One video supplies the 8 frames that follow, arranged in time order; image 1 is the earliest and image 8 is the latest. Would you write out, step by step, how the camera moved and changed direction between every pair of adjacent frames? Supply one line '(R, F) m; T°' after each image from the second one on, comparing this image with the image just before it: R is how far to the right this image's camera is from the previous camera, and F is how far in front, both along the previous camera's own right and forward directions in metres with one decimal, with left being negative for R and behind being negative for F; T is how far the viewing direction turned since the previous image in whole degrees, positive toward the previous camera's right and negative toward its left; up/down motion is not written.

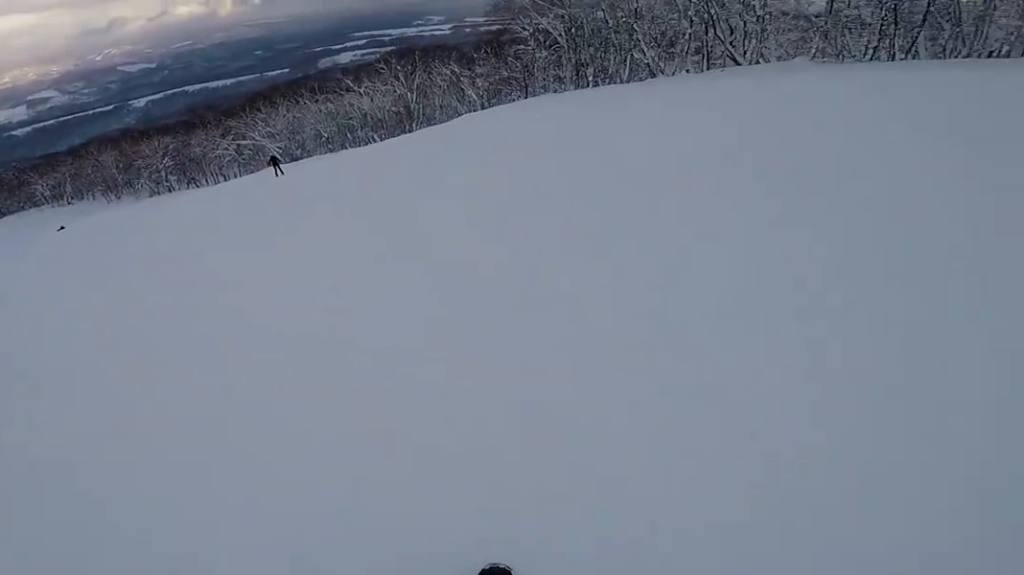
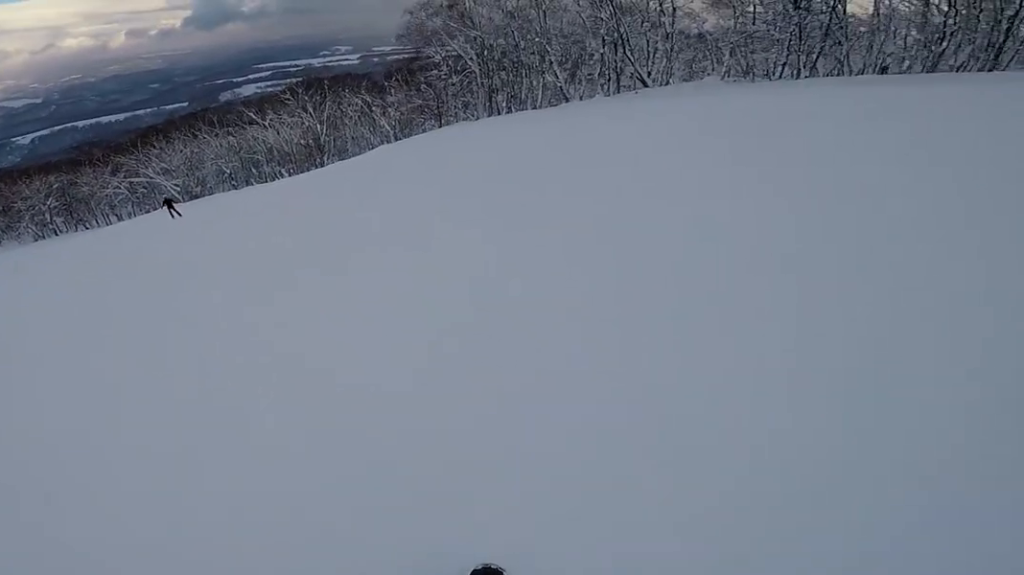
(0.0, +2.8) m; +6°
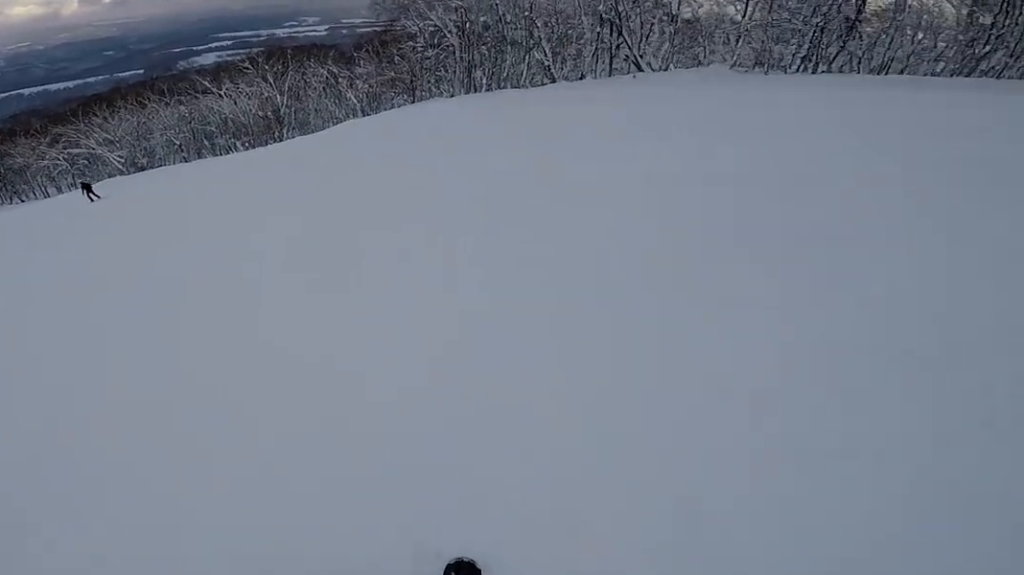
(-0.1, +3.4) m; +4°
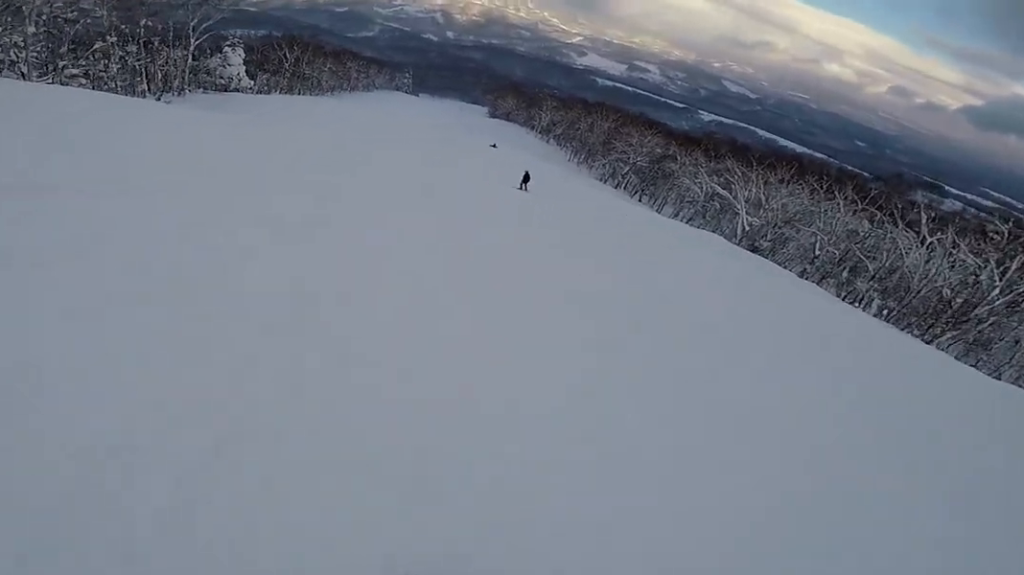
(-2.5, +9.4) m; -58°
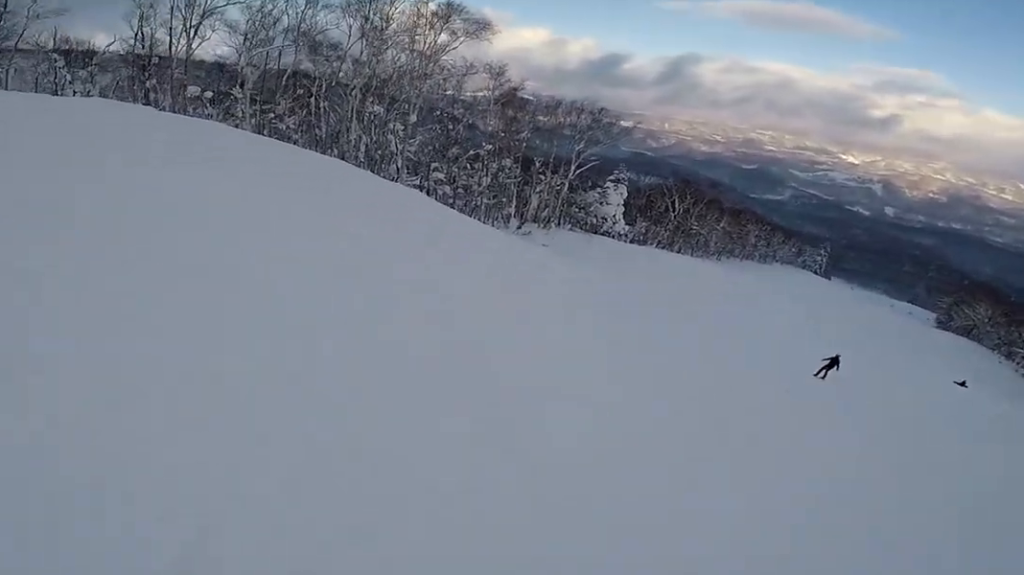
(-3.9, +9.7) m; -35°
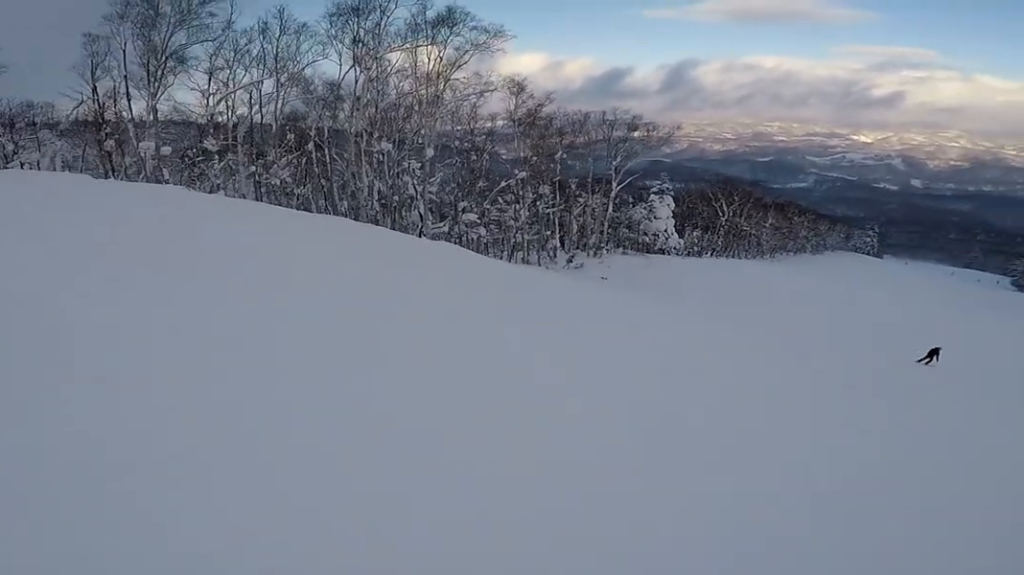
(-1.7, +6.8) m; -20°
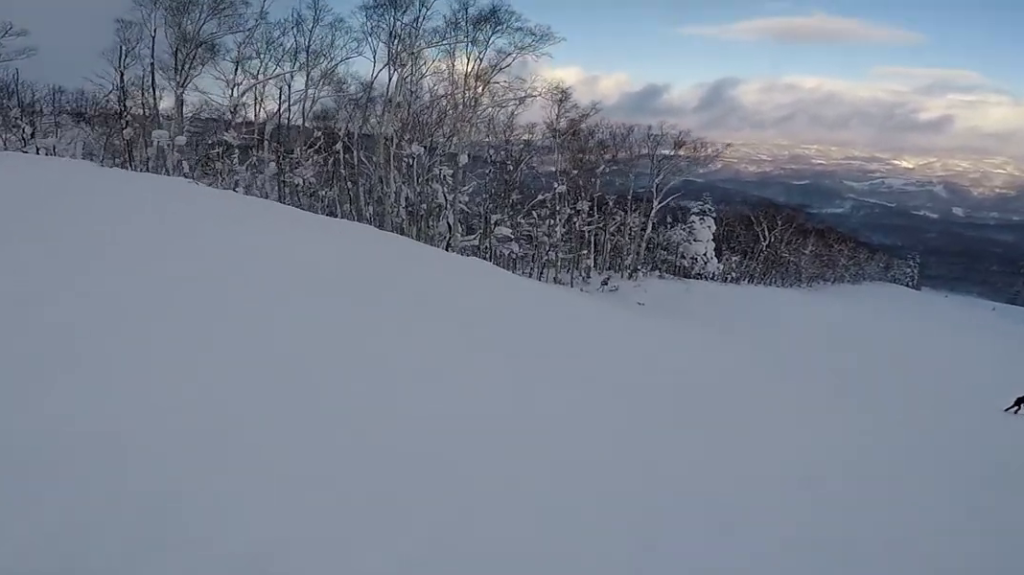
(+0.1, +2.2) m; +3°
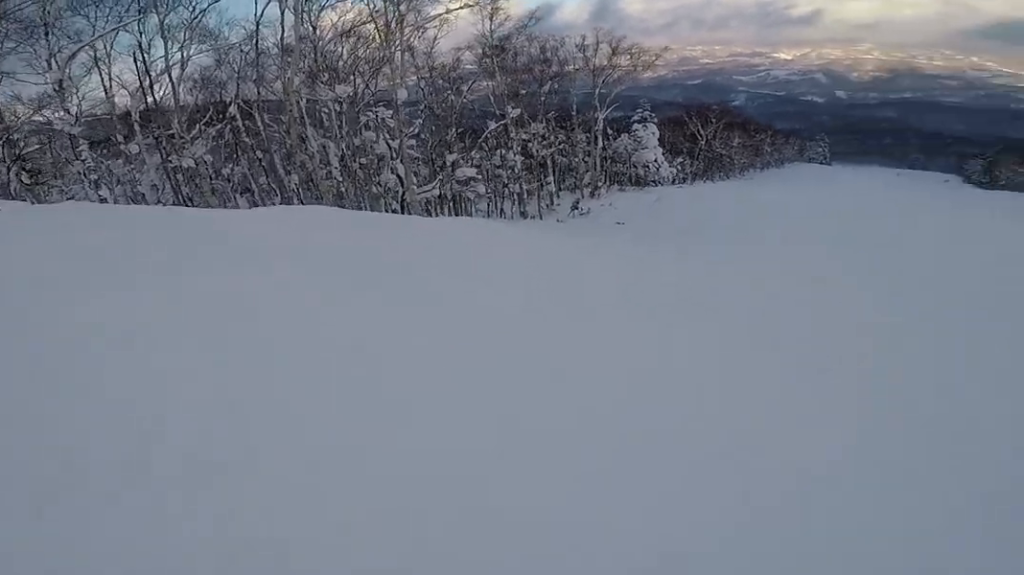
(+0.5, +6.3) m; +31°
